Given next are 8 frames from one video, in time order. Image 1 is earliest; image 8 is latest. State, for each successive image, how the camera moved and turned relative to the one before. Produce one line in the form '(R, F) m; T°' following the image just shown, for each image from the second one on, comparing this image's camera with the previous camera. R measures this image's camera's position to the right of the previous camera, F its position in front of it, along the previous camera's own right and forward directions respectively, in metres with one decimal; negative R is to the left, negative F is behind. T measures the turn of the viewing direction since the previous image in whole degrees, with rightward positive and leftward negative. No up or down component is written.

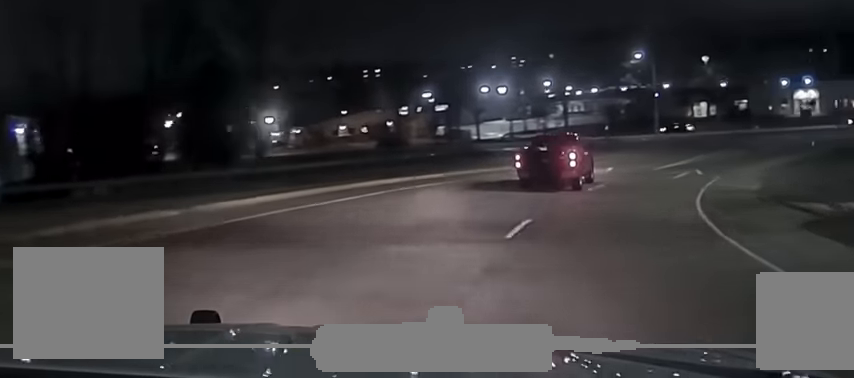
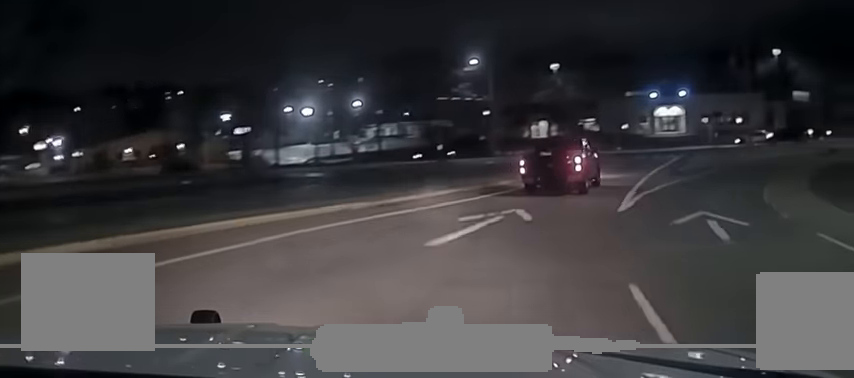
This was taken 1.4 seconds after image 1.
(+2.0, +19.8) m; +14°
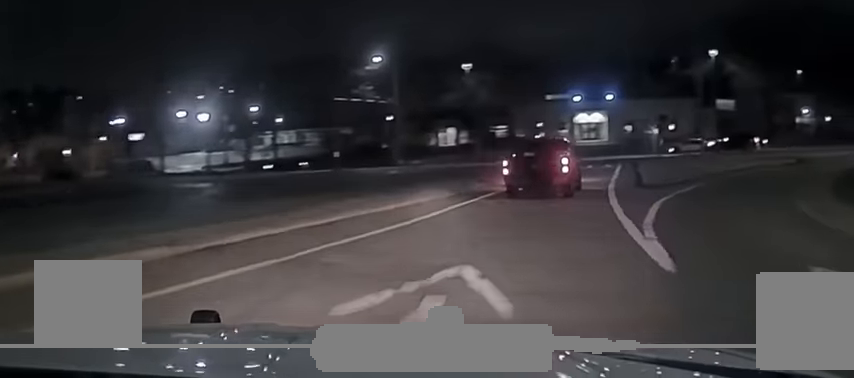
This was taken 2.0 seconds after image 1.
(+0.5, +8.9) m; +8°
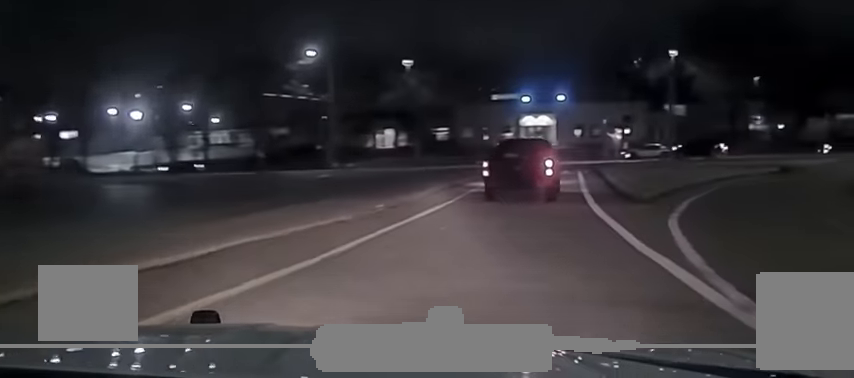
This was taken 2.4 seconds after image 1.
(+0.5, +5.6) m; +4°
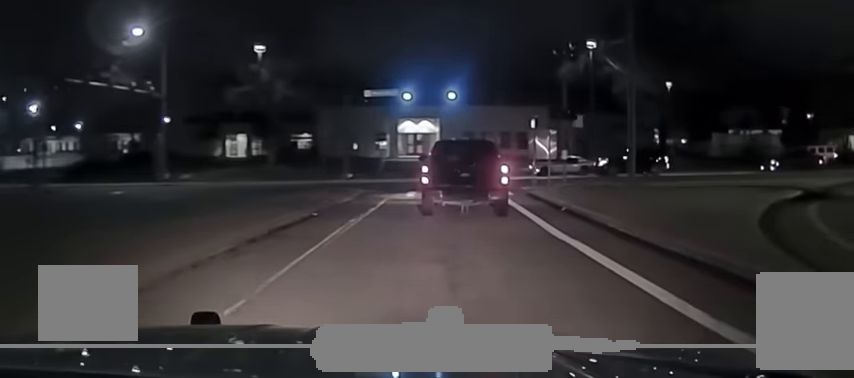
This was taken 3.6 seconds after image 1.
(+1.4, +15.8) m; +11°
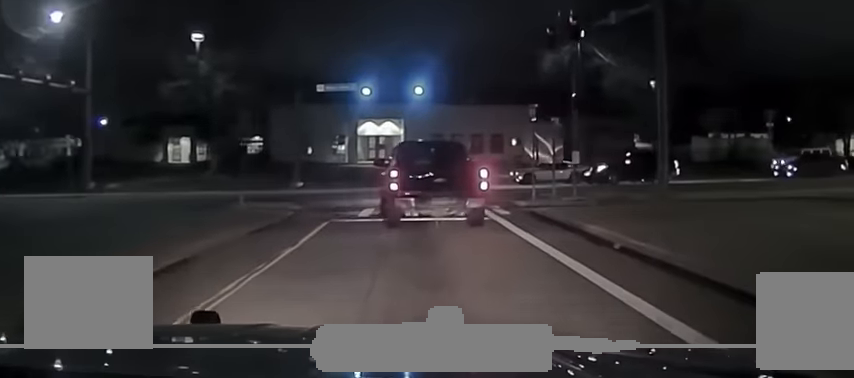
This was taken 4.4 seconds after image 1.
(+0.7, +9.3) m; +5°
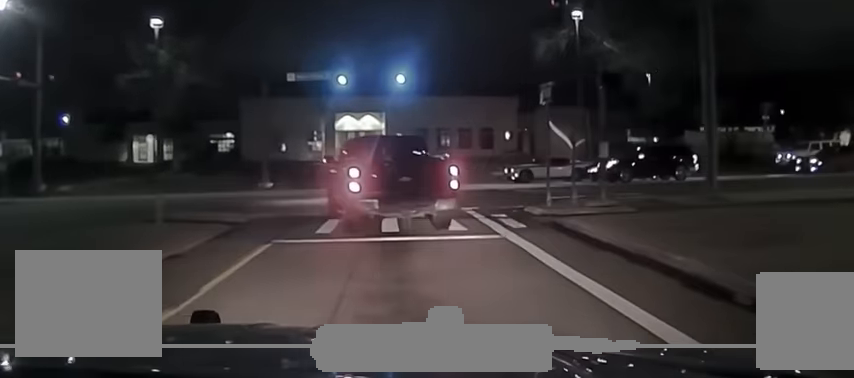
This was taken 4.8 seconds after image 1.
(+0.3, +5.6) m; +3°
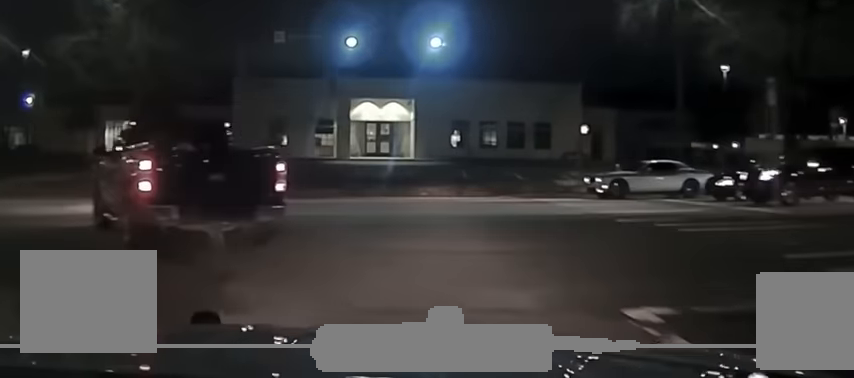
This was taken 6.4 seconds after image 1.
(-0.4, +14.1) m; -6°
